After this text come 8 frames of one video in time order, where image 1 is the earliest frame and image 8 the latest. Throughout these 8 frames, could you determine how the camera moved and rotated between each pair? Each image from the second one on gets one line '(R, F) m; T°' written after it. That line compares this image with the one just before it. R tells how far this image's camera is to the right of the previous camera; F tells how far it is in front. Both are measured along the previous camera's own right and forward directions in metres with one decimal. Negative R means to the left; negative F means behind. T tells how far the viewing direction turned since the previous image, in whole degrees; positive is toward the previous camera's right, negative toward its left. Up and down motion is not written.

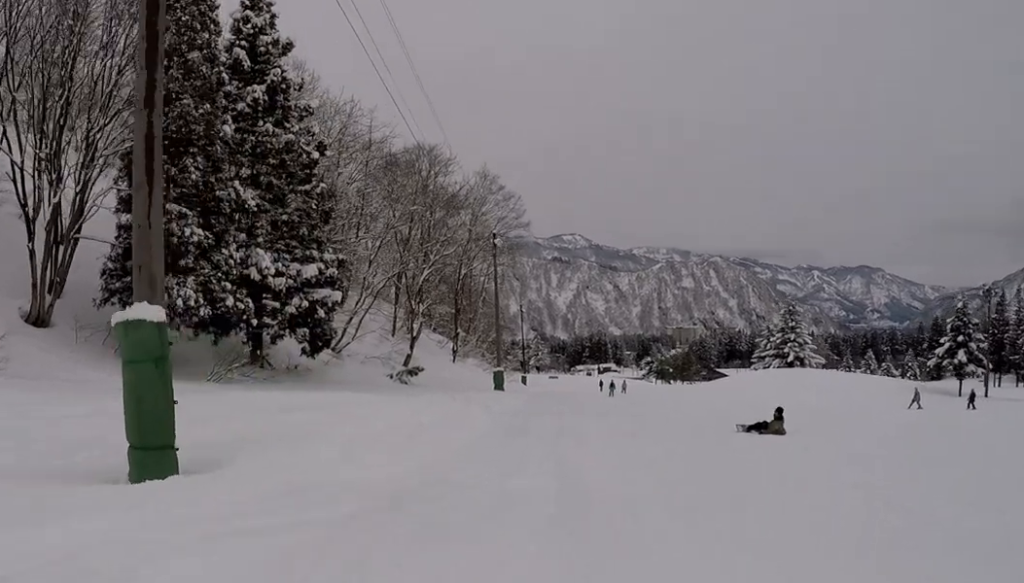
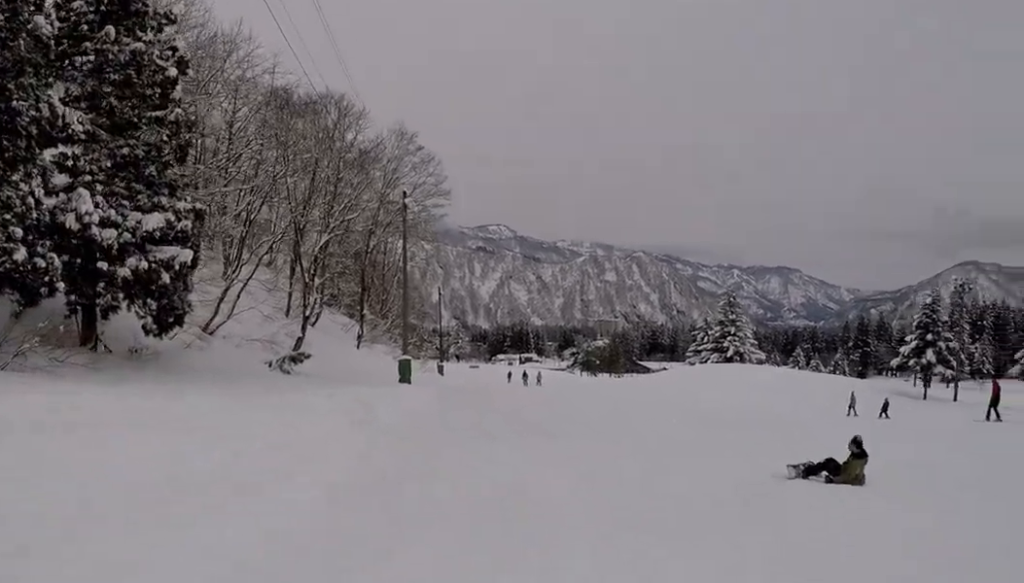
(+1.0, +9.9) m; +1°
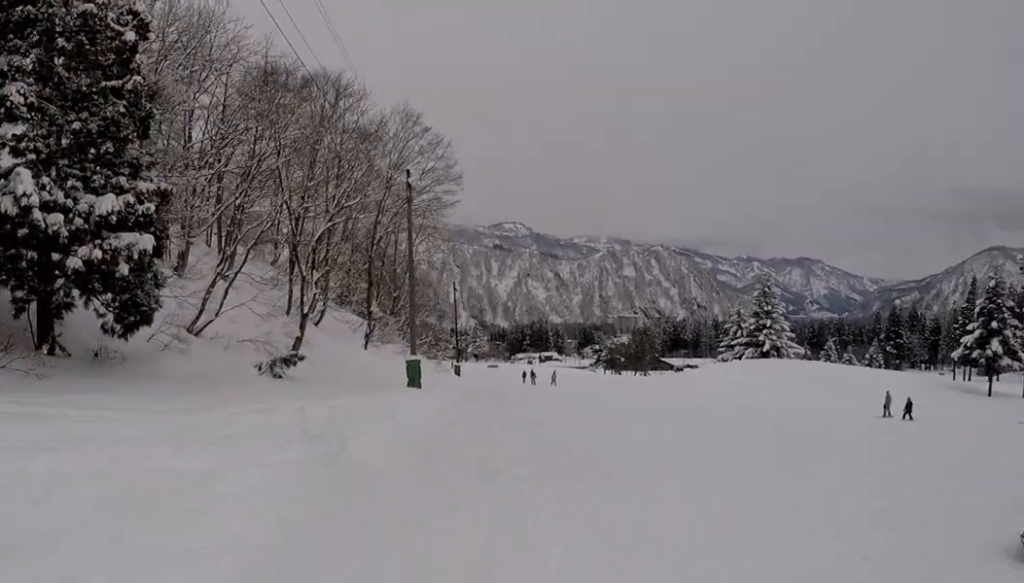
(-0.3, +5.3) m; -8°
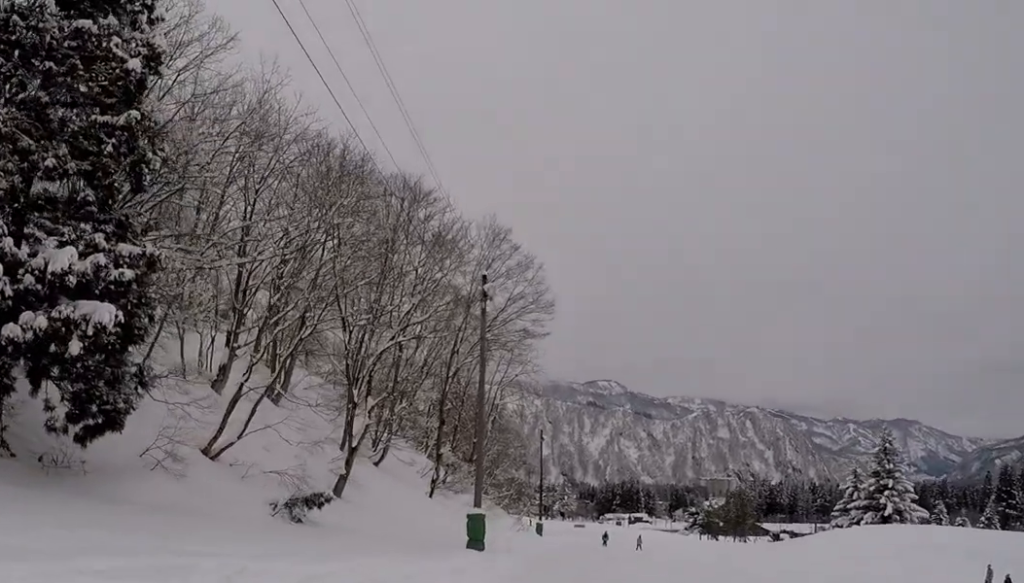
(-0.4, +8.2) m; 0°
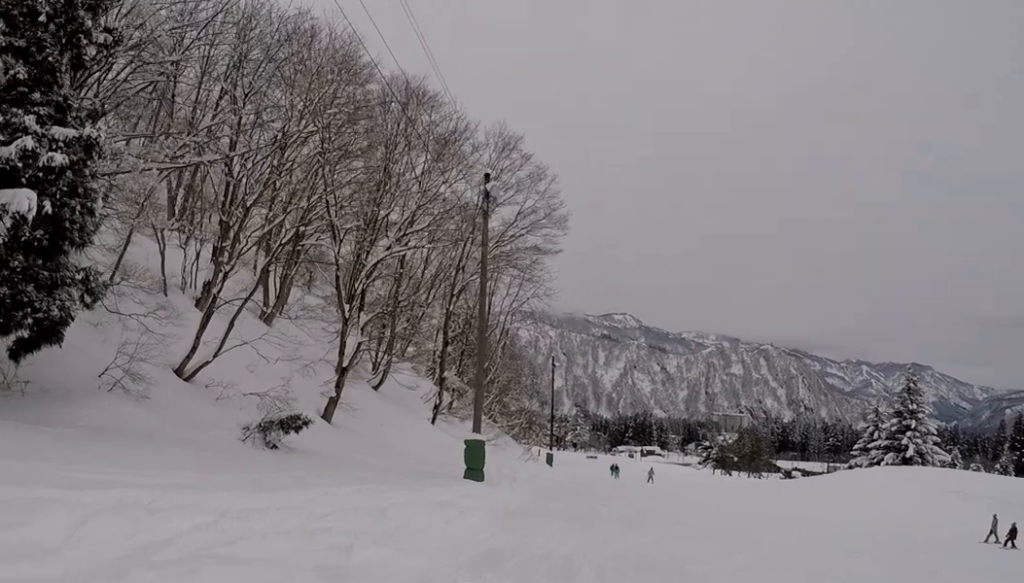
(+0.5, +3.5) m; 0°
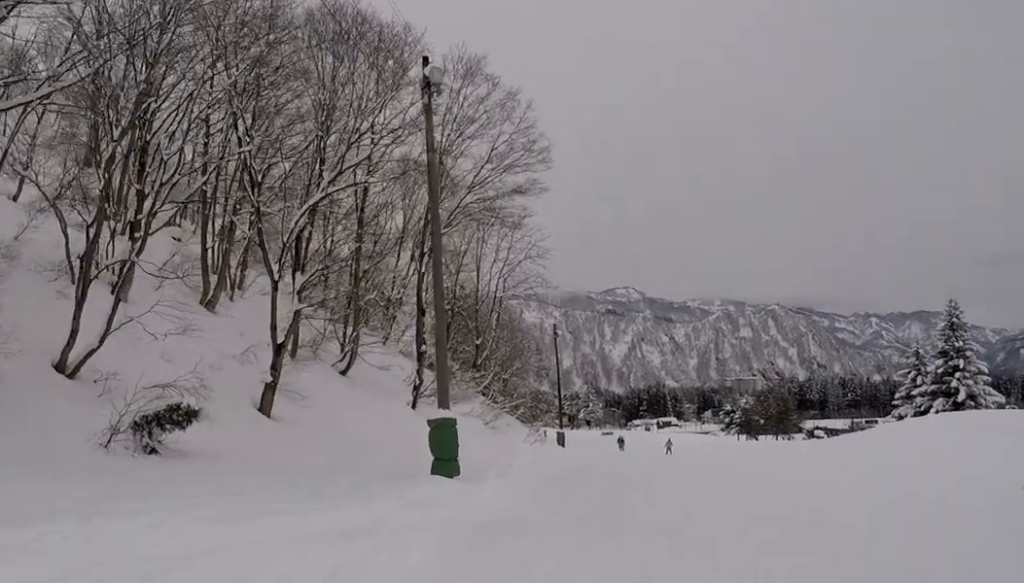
(-0.8, +7.5) m; +1°
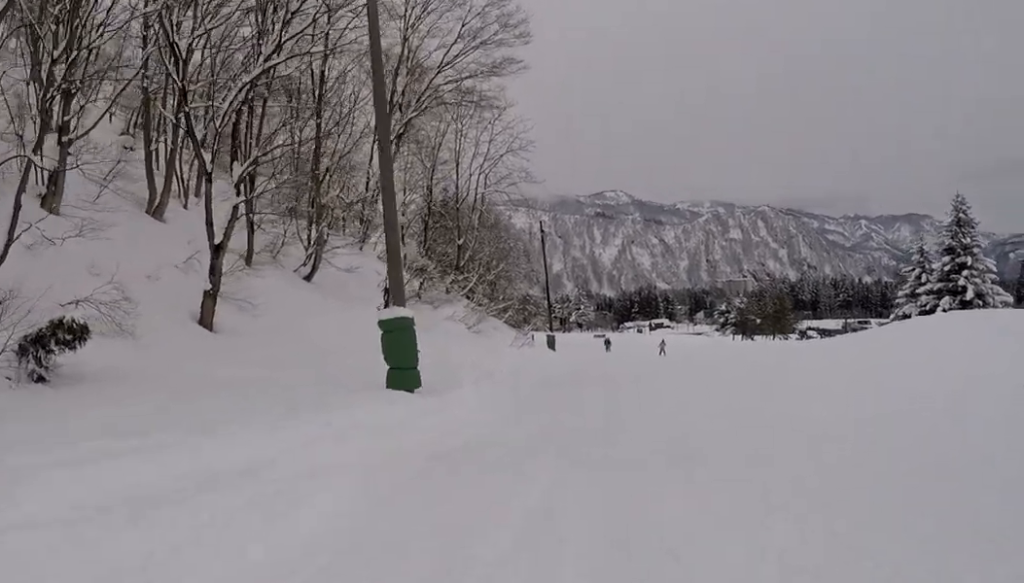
(+0.5, +3.7) m; +5°
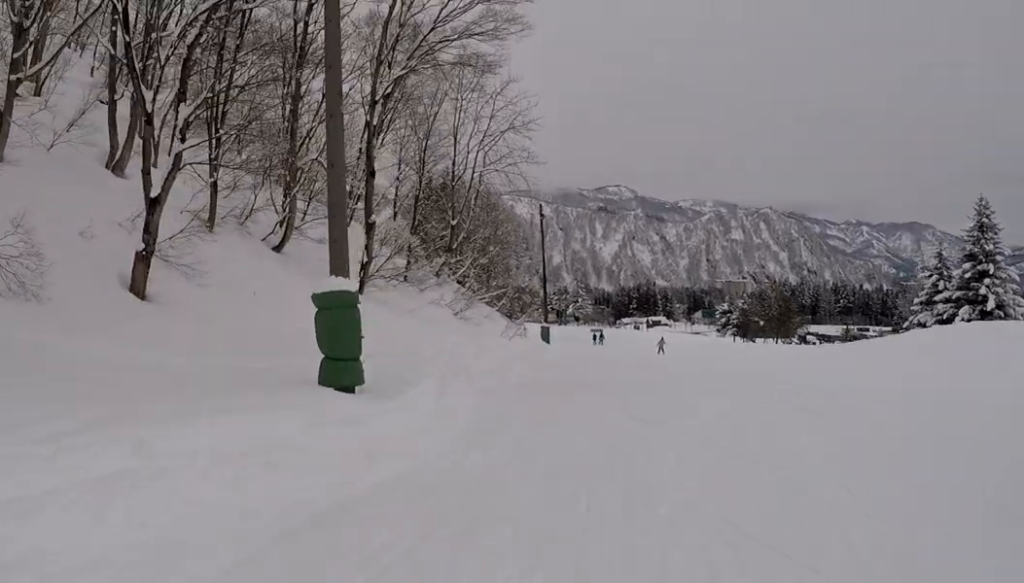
(+0.2, +3.9) m; +1°
